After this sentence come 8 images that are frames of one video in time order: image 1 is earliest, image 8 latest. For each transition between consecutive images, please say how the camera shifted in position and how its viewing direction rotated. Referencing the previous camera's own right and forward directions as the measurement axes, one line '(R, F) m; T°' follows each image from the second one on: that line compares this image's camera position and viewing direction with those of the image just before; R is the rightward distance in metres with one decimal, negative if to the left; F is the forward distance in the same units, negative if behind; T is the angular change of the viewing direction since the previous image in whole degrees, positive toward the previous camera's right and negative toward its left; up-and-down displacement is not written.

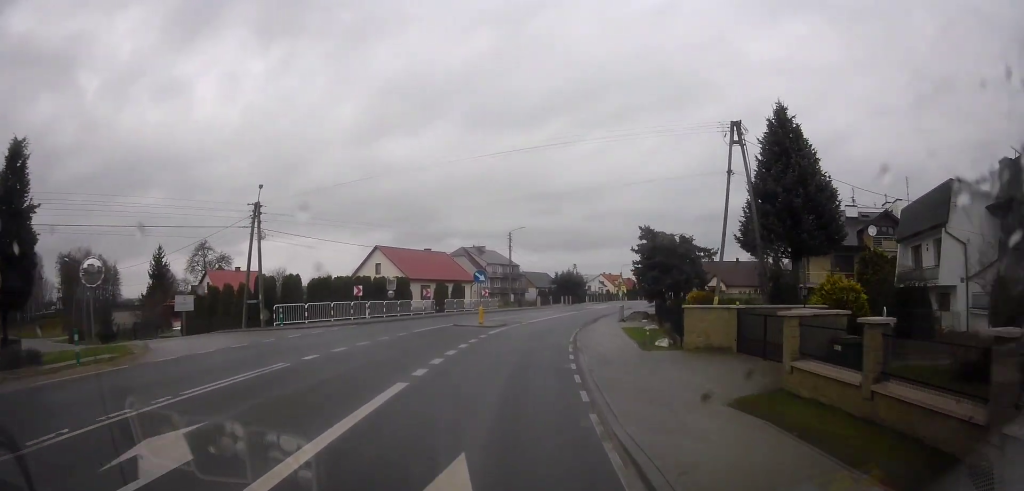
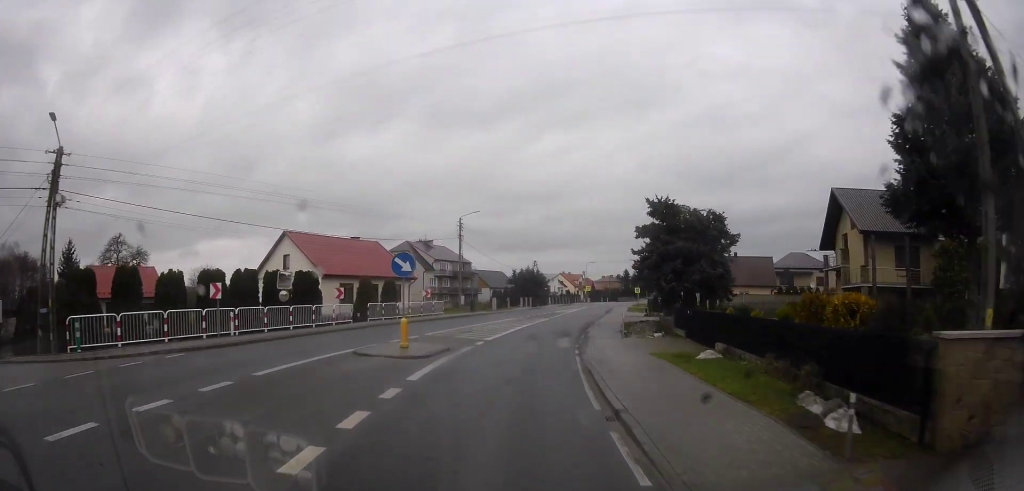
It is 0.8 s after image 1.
(+0.1, +12.3) m; +5°
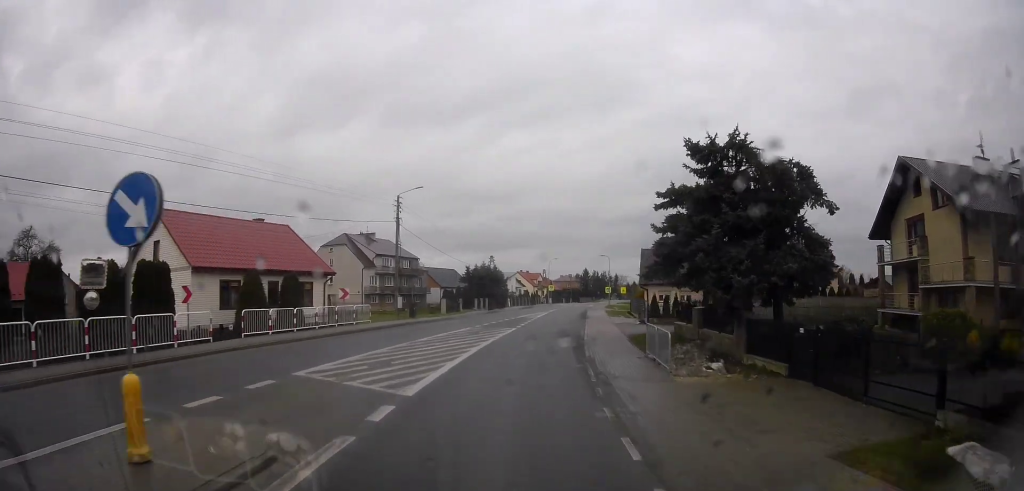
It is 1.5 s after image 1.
(+0.7, +11.1) m; +7°
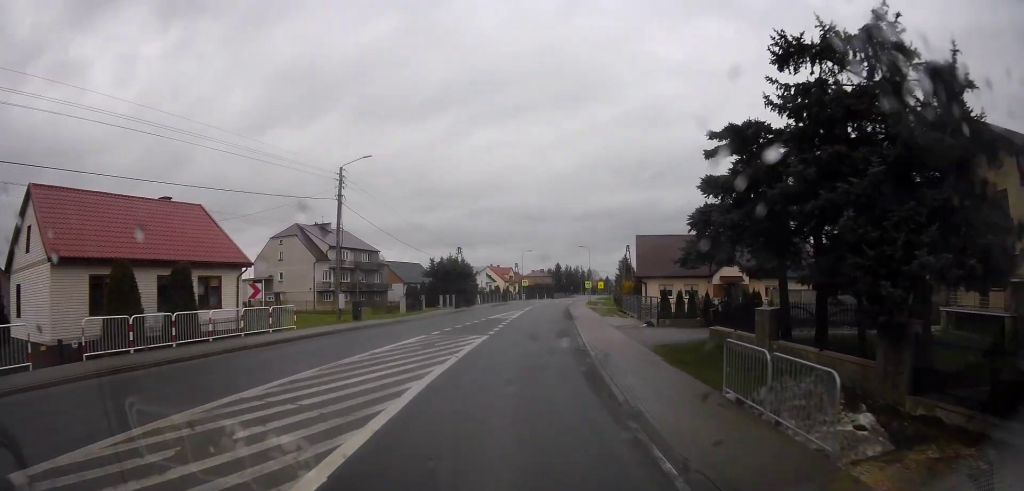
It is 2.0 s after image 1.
(+0.5, +7.9) m; +4°
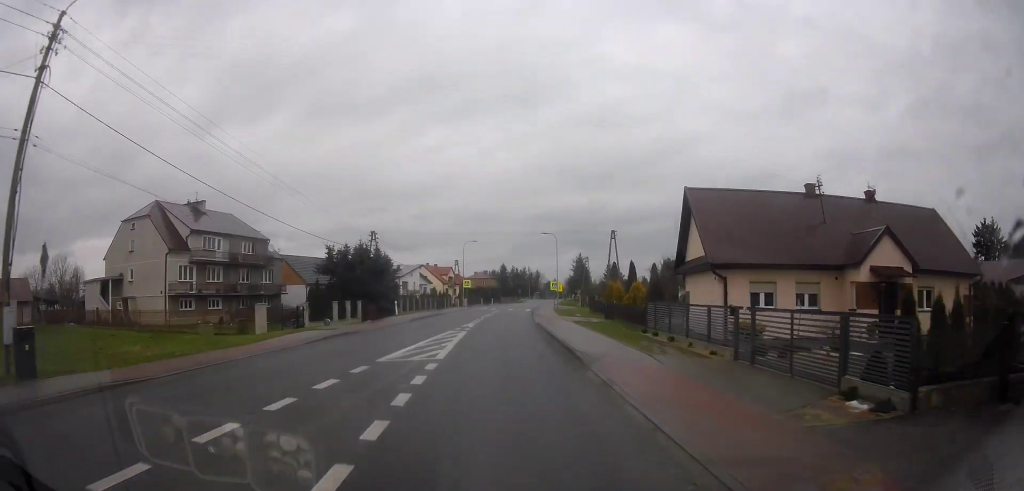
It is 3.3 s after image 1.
(+1.4, +19.0) m; +12°
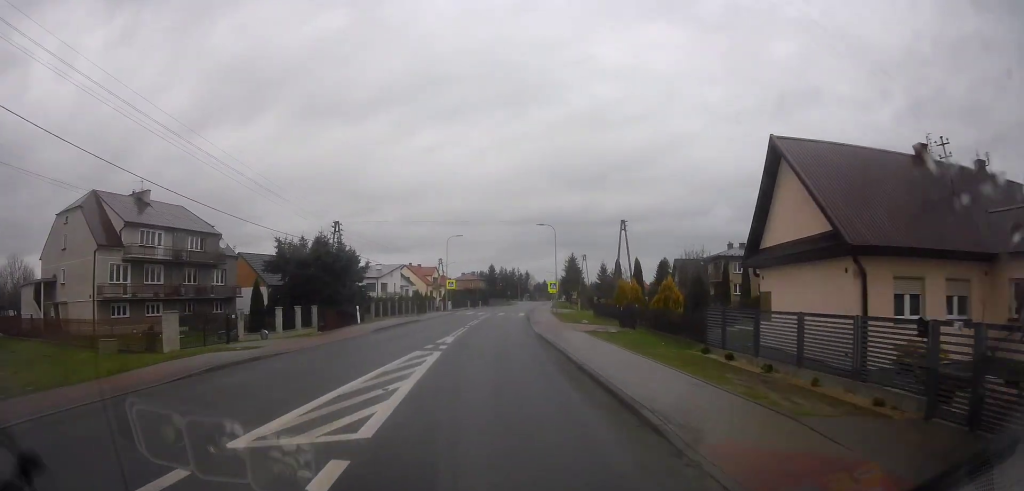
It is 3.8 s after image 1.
(+0.6, +7.9) m; +4°
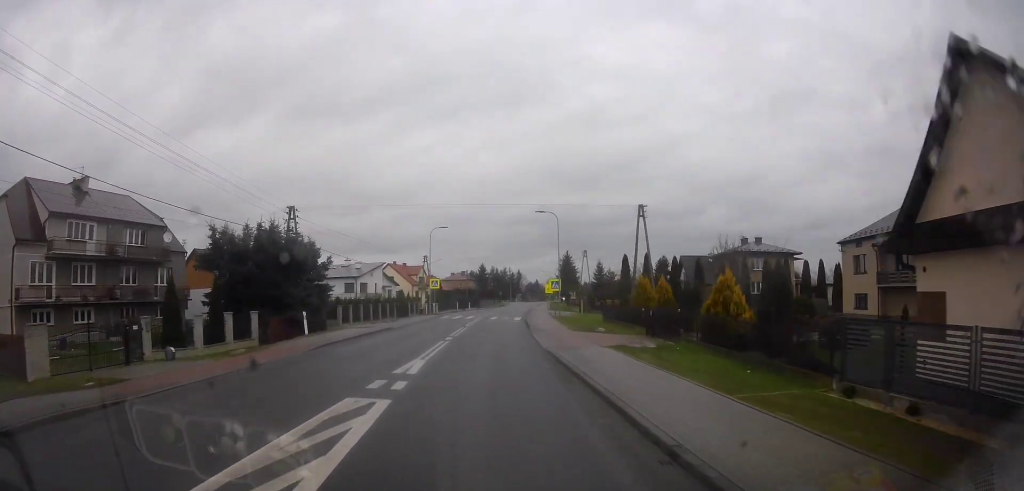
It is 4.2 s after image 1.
(+0.8, +6.9) m; +2°
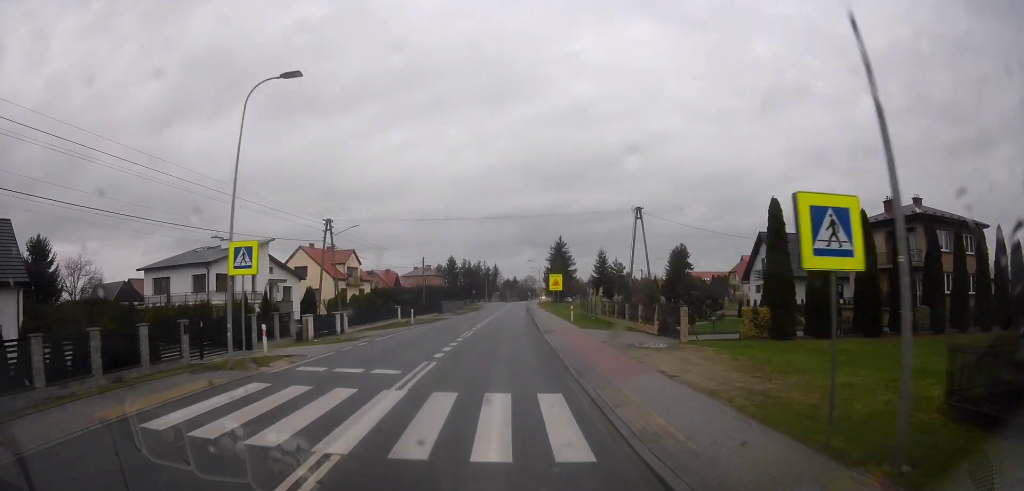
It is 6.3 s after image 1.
(+0.5, +32.2) m; 0°
